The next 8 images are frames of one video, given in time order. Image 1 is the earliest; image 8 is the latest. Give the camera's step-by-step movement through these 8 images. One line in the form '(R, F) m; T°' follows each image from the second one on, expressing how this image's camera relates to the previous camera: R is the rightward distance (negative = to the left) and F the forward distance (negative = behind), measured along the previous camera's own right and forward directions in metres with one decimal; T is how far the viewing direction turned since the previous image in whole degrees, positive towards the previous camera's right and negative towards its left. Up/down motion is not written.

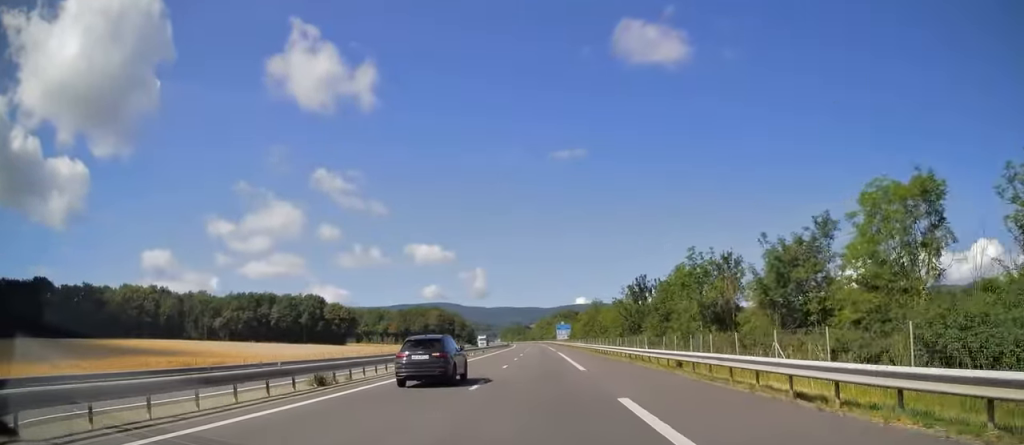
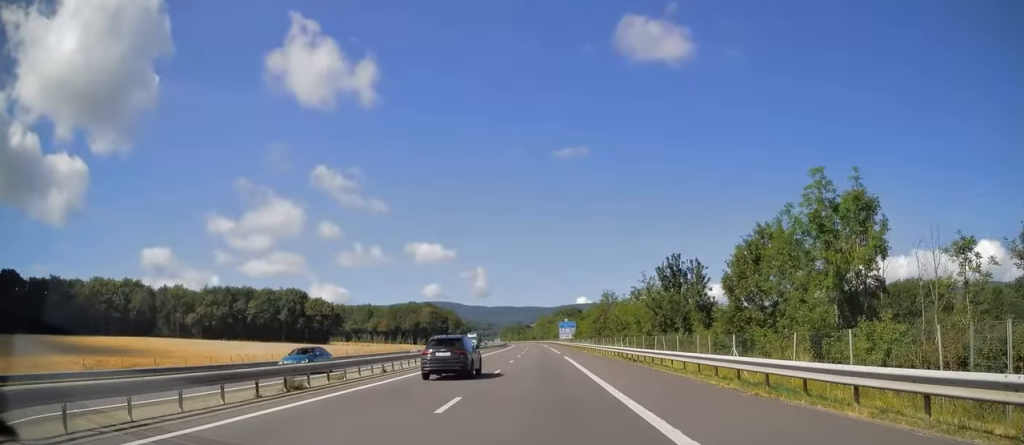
(+0.2, +18.7) m; 0°
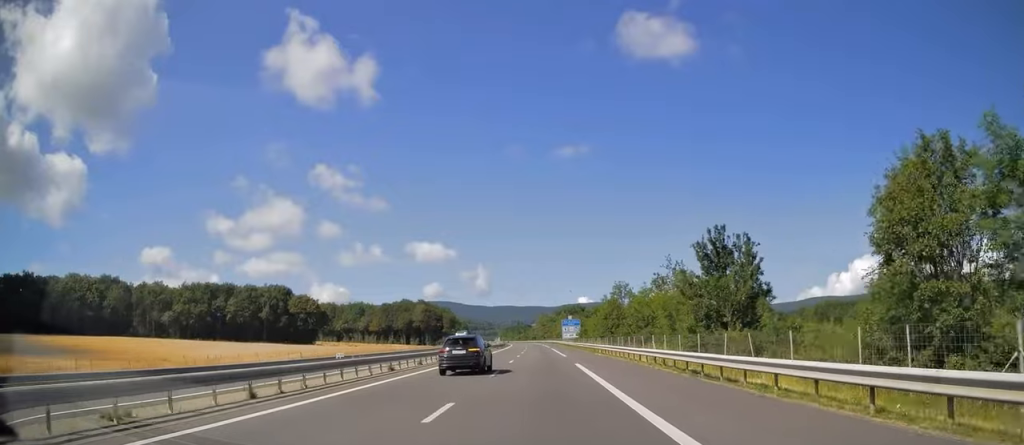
(-0.2, +14.5) m; 0°
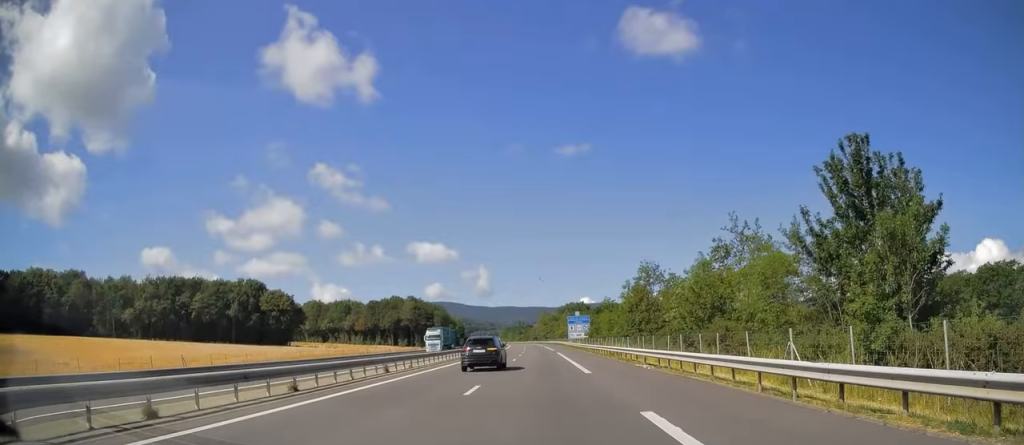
(-0.2, +20.9) m; 0°
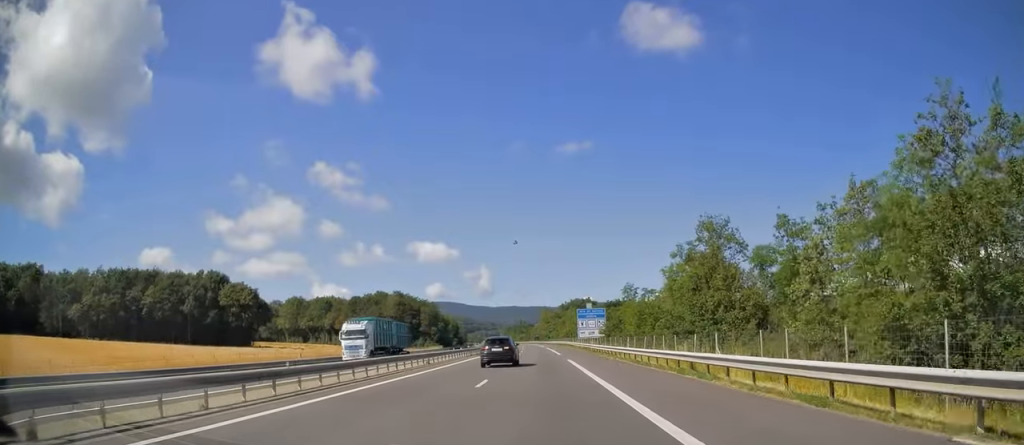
(0.0, +23.6) m; 0°
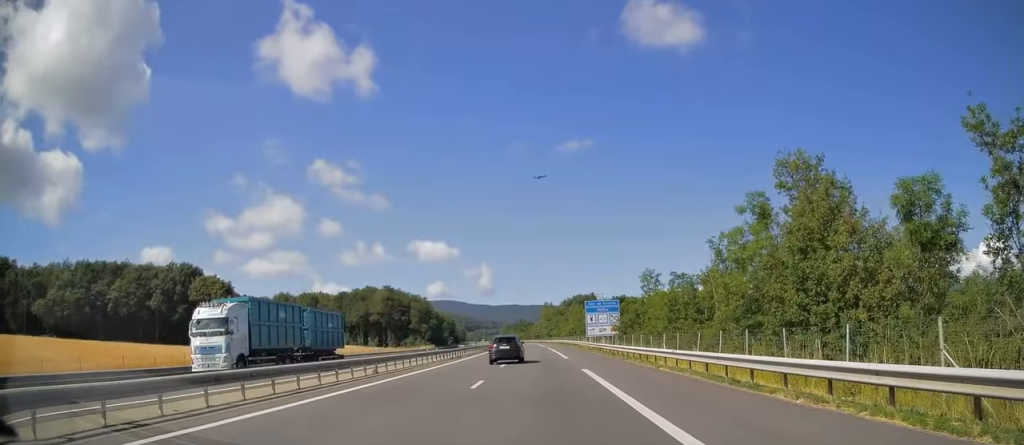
(0.0, +13.9) m; 0°
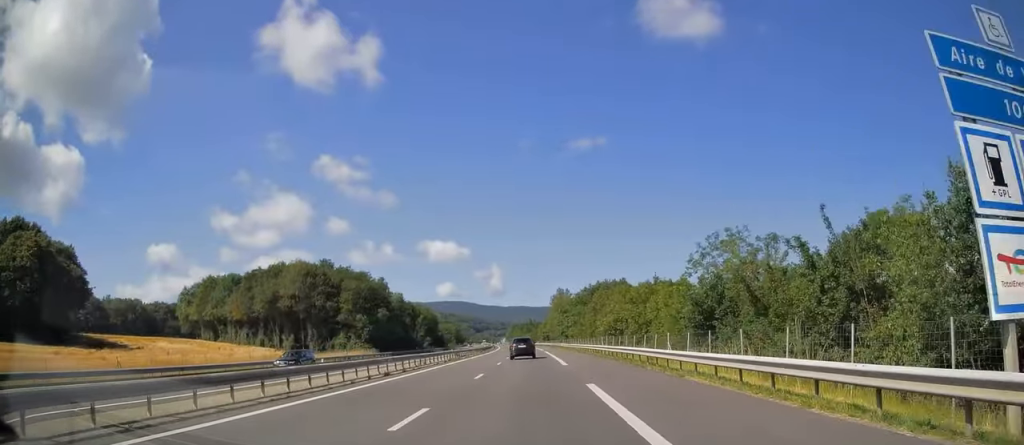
(-0.2, +59.9) m; -1°
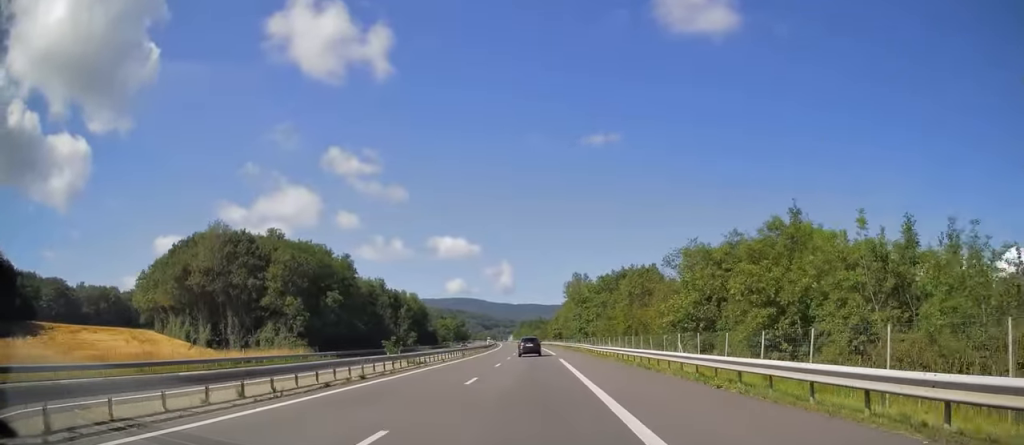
(-0.1, +29.4) m; -1°
